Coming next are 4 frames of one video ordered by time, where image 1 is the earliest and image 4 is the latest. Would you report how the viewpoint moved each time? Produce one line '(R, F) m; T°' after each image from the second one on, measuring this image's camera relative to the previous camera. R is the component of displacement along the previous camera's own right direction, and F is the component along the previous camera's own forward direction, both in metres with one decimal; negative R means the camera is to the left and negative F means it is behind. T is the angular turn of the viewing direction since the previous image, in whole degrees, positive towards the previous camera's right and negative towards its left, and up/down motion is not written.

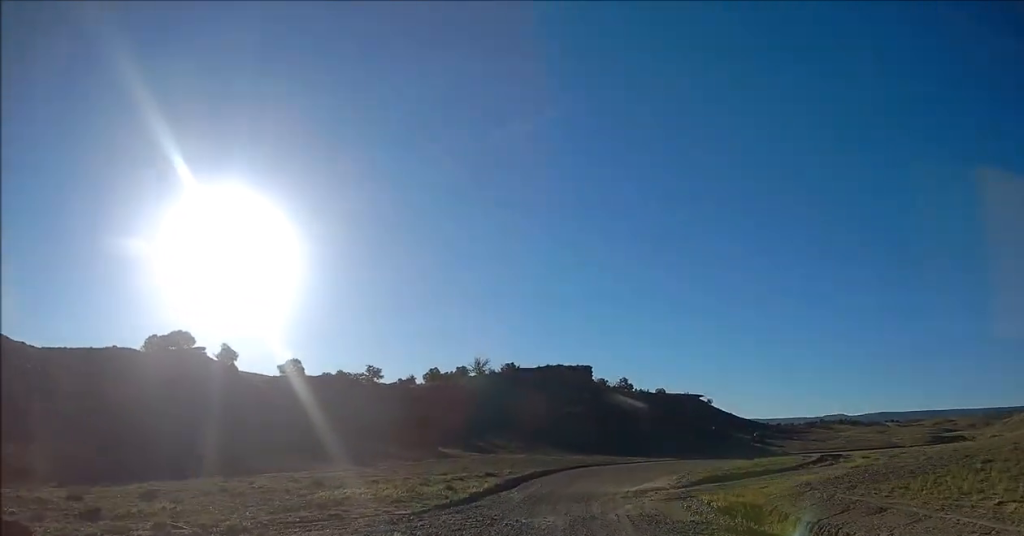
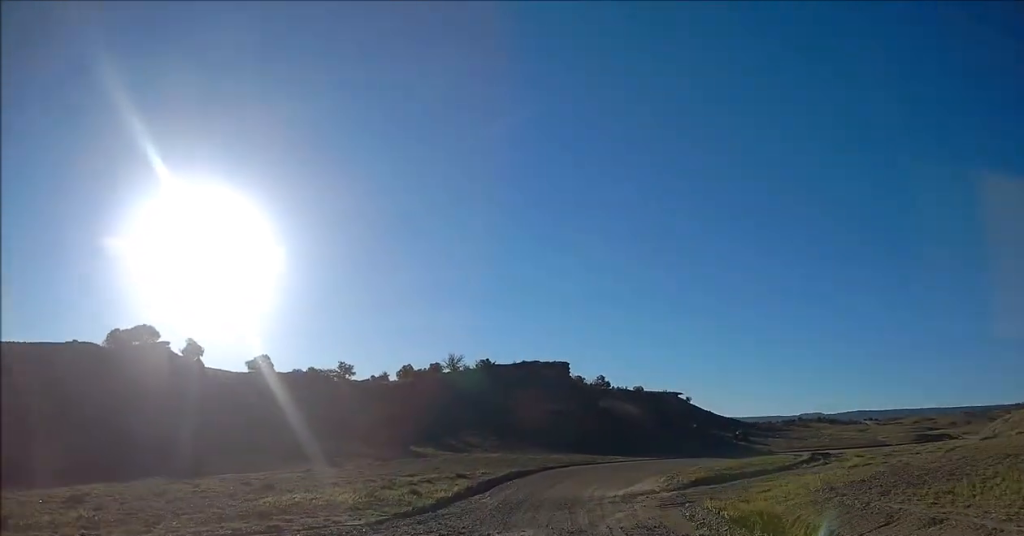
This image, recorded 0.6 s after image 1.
(0.0, +3.8) m; +2°
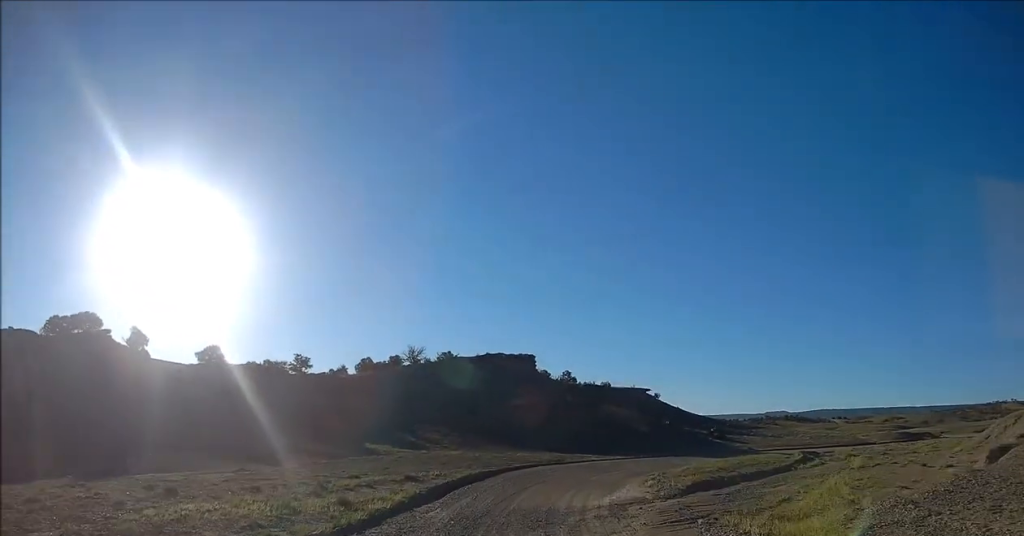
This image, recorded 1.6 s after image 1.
(+0.2, +6.6) m; +3°
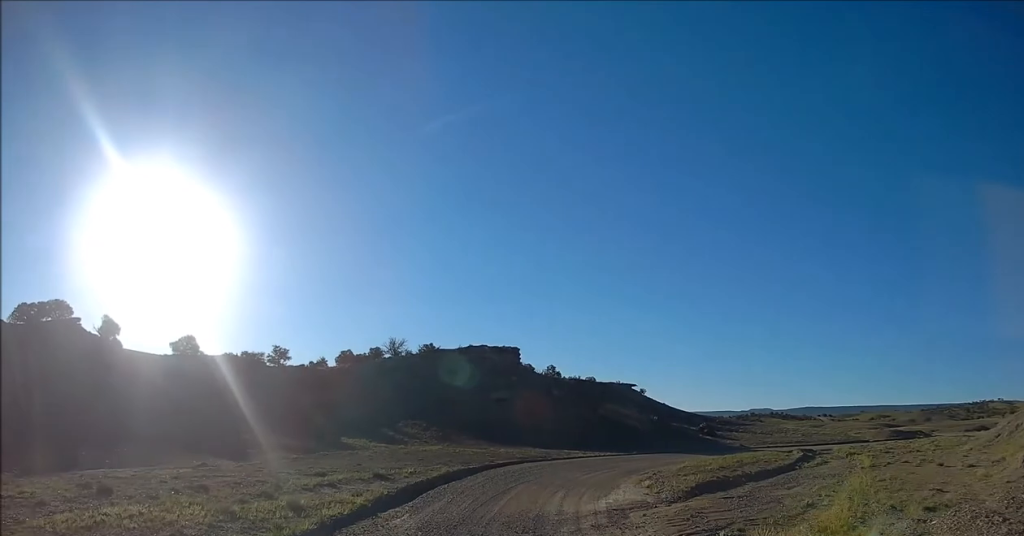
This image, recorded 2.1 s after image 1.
(+0.1, +3.7) m; +1°
